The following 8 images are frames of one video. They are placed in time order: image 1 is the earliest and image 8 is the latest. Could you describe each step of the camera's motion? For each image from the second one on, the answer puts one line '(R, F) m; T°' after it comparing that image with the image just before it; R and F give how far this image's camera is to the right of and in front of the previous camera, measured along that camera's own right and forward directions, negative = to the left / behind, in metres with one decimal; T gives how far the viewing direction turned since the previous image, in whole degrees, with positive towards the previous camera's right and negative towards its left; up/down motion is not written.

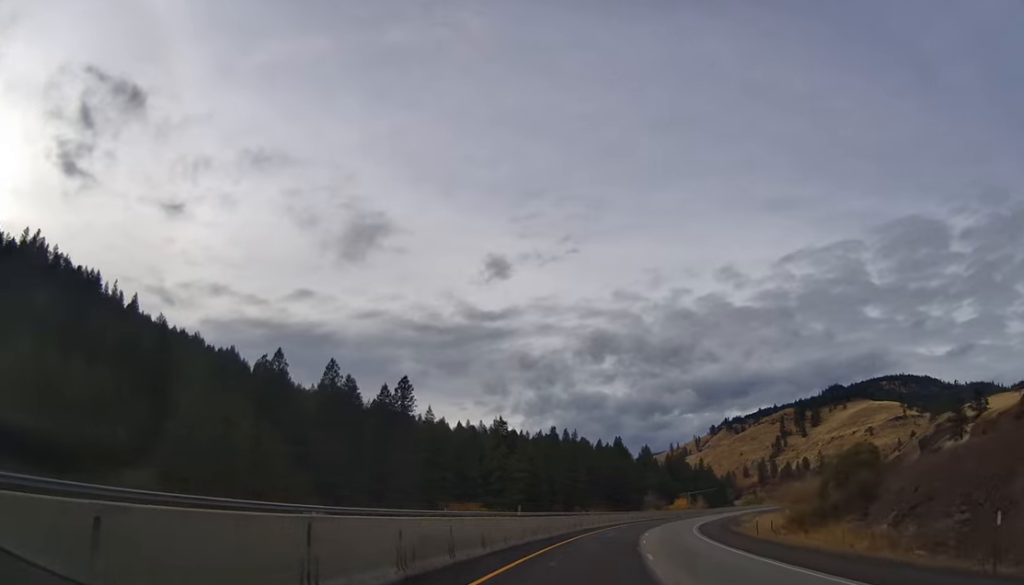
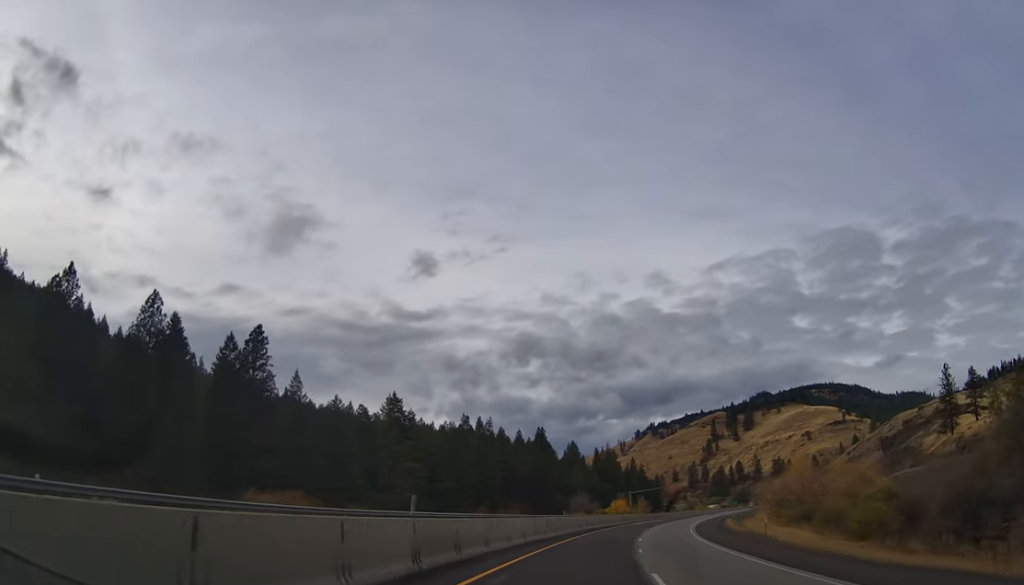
(+2.7, +43.8) m; +6°
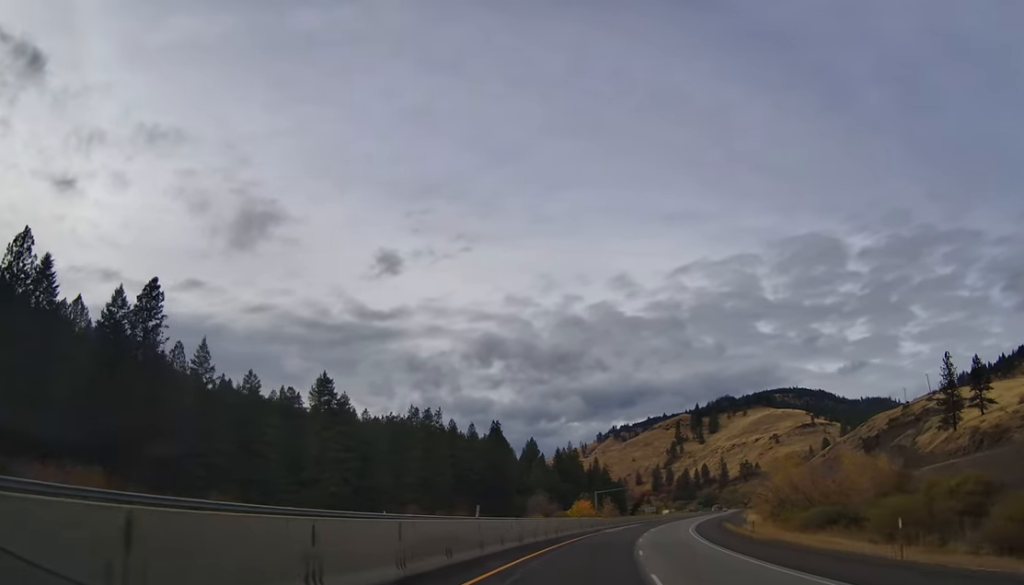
(+0.2, +23.5) m; +4°
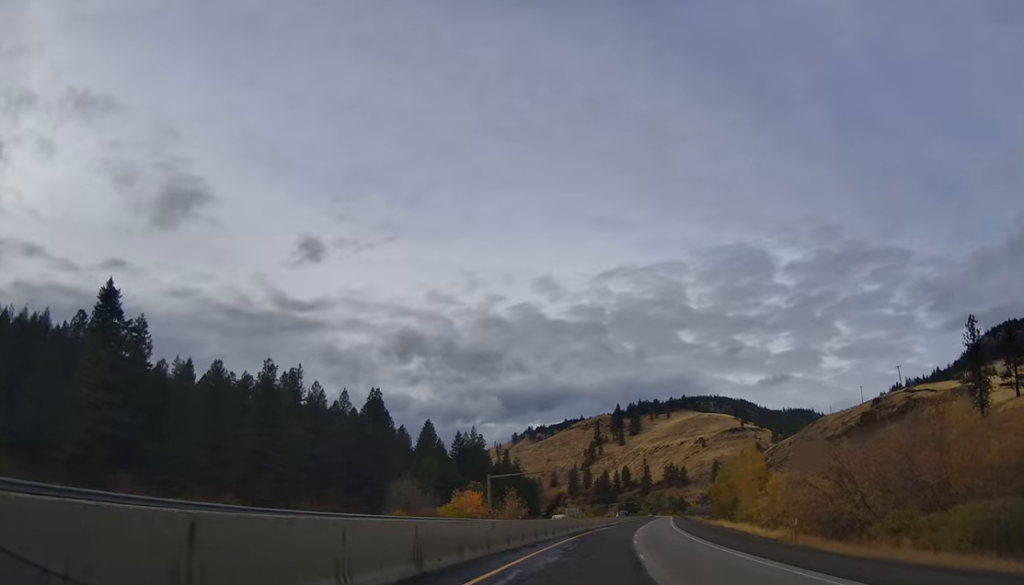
(+4.2, +51.4) m; +8°
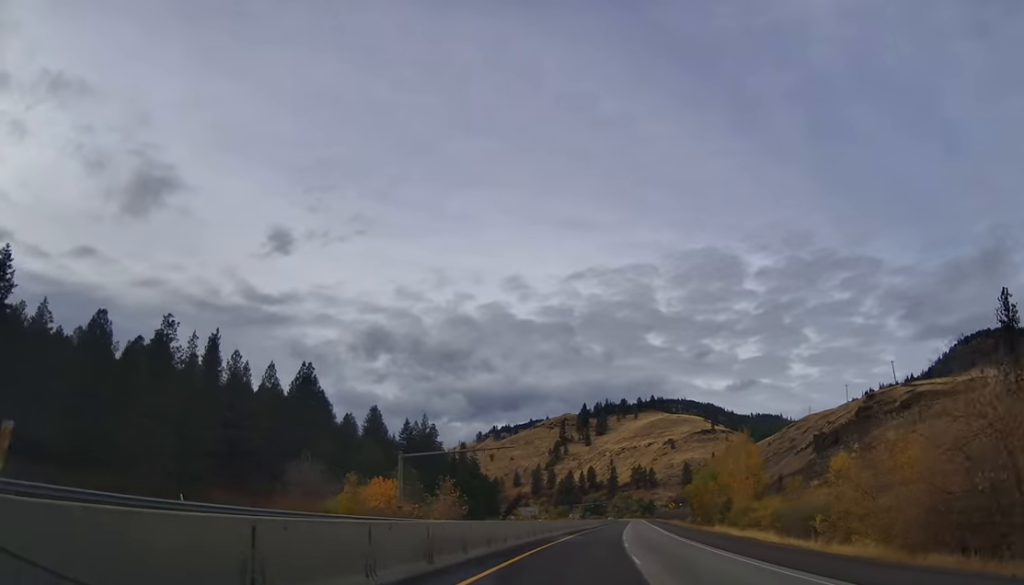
(0.0, +24.9) m; +3°
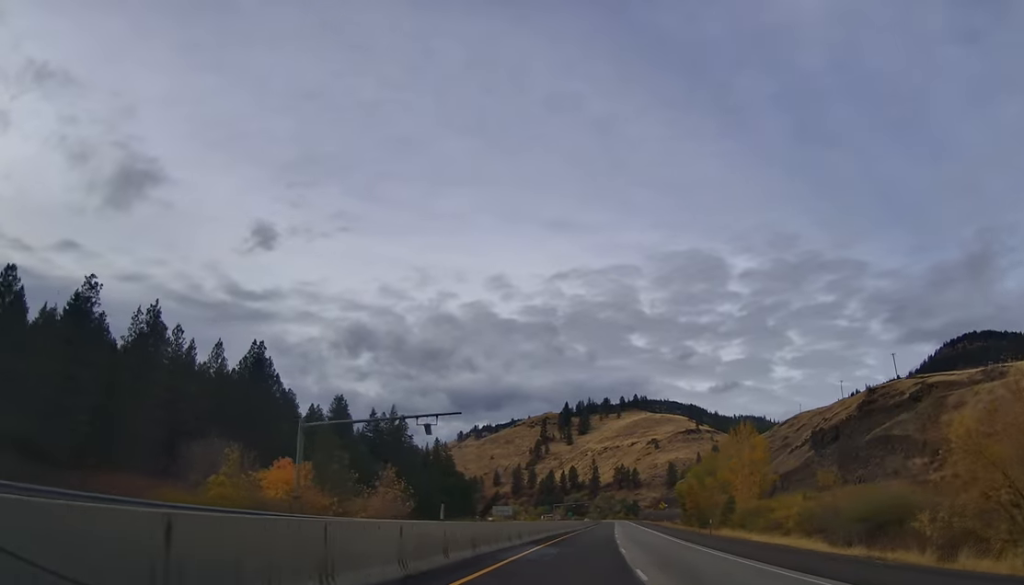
(+0.9, +16.4) m; +3°
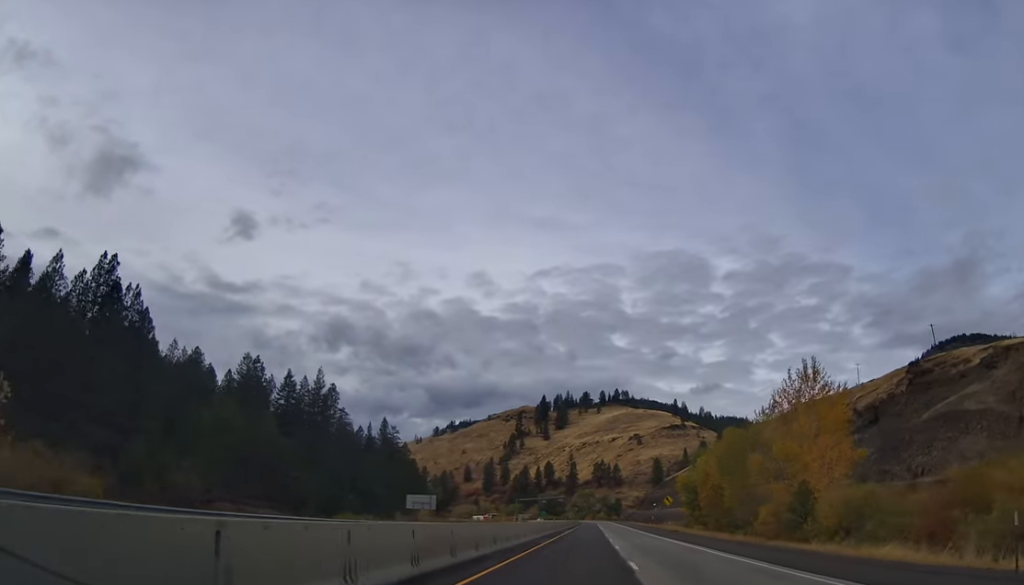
(+2.1, +44.4) m; +5°
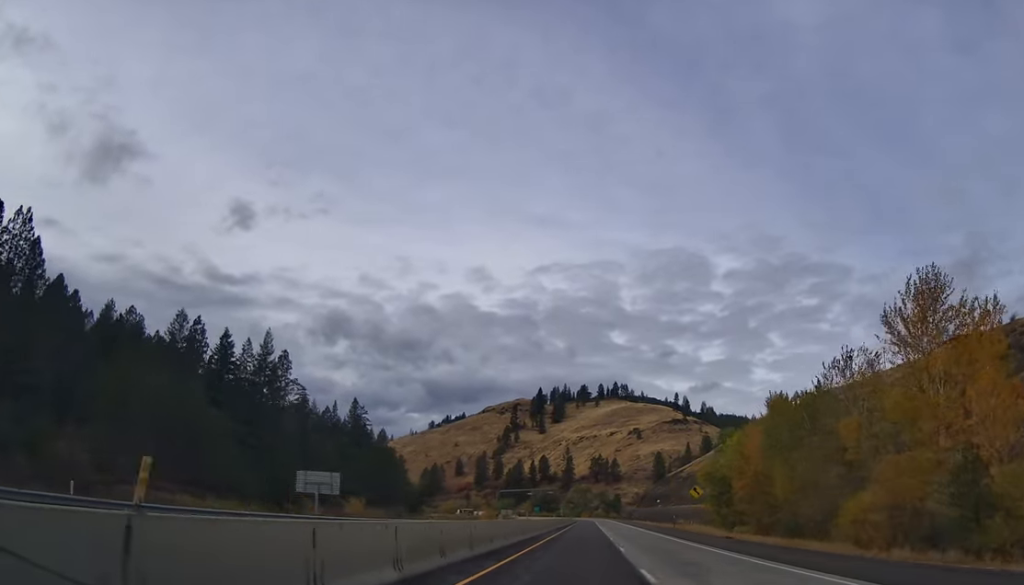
(+0.7, +28.1) m; +1°
